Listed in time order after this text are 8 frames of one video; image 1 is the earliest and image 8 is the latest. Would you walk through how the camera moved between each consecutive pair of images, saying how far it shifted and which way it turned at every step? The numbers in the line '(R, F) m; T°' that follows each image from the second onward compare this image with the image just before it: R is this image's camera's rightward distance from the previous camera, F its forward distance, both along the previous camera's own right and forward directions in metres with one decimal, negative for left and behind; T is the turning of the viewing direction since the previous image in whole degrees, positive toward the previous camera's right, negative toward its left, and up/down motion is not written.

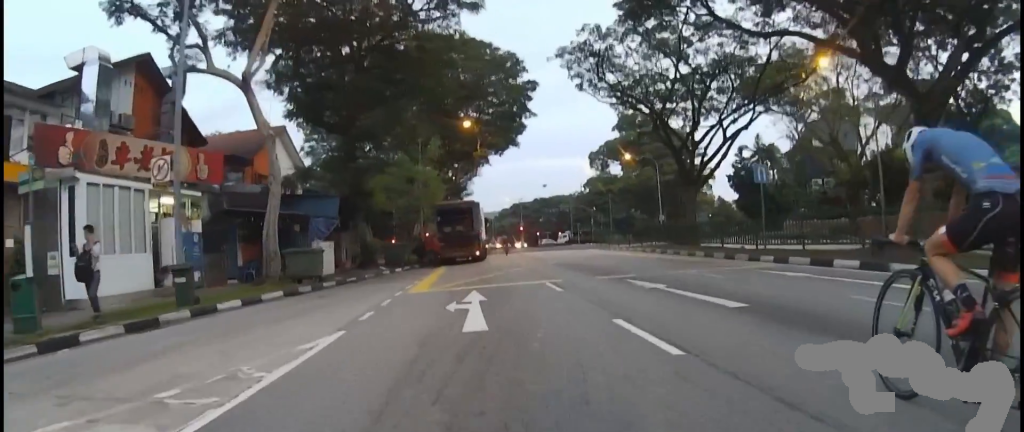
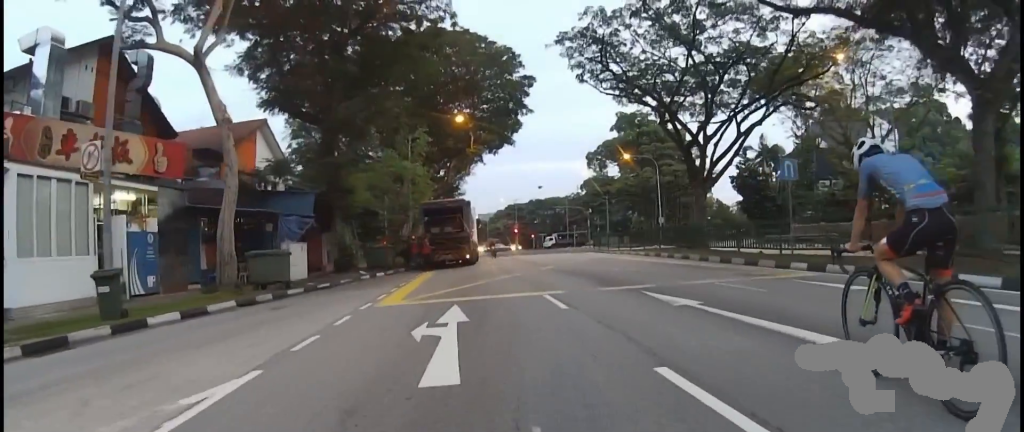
(0.0, +2.6) m; 0°
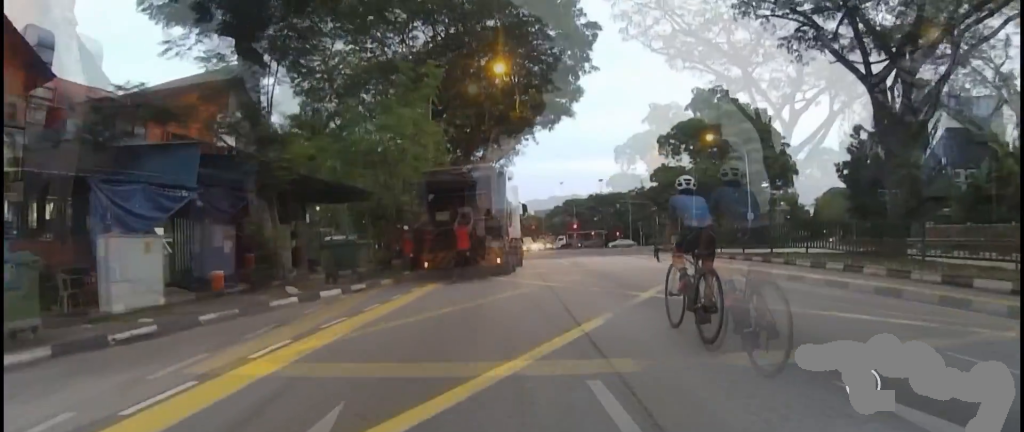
(0.0, +7.1) m; 0°
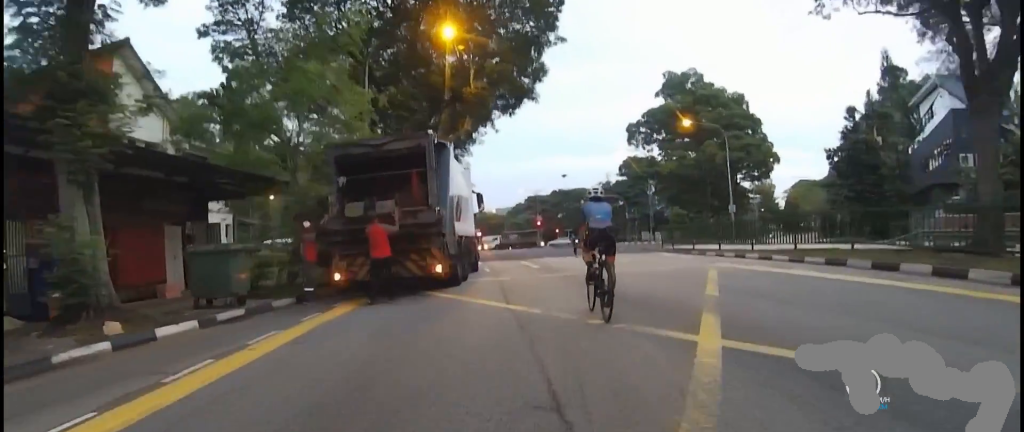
(0.0, +5.7) m; 0°
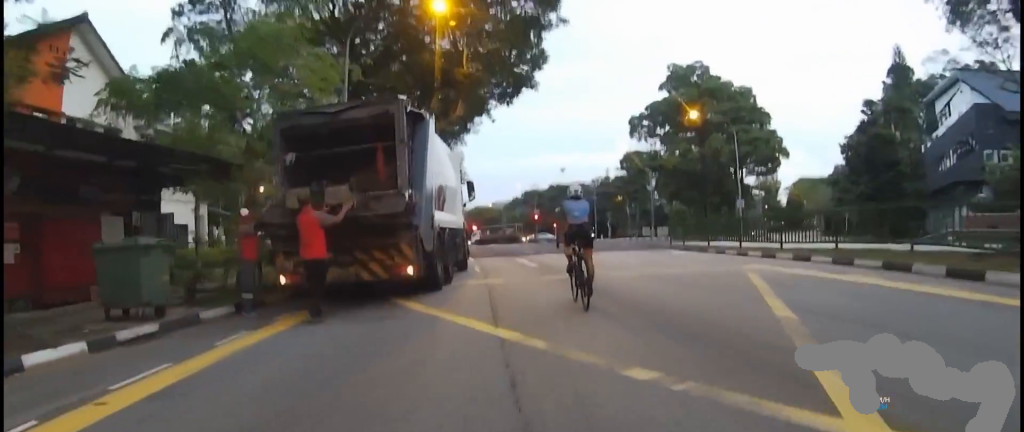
(0.0, +3.0) m; 0°
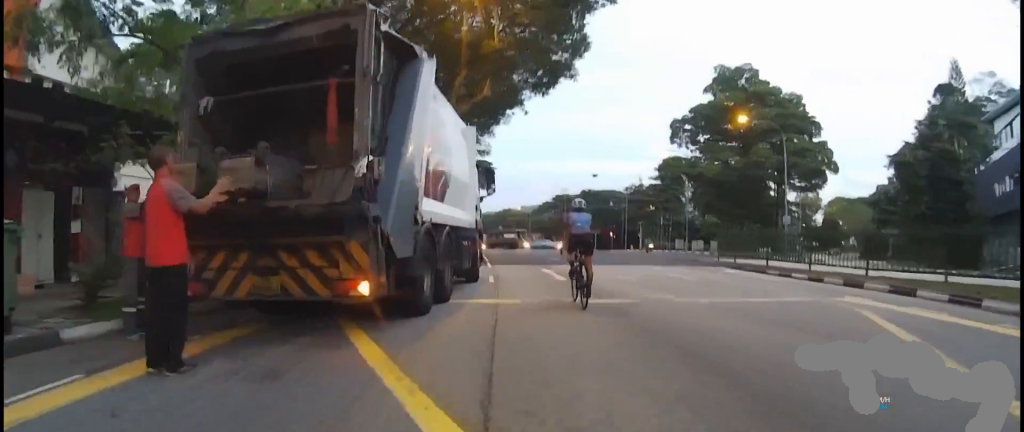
(0.0, +3.8) m; 0°
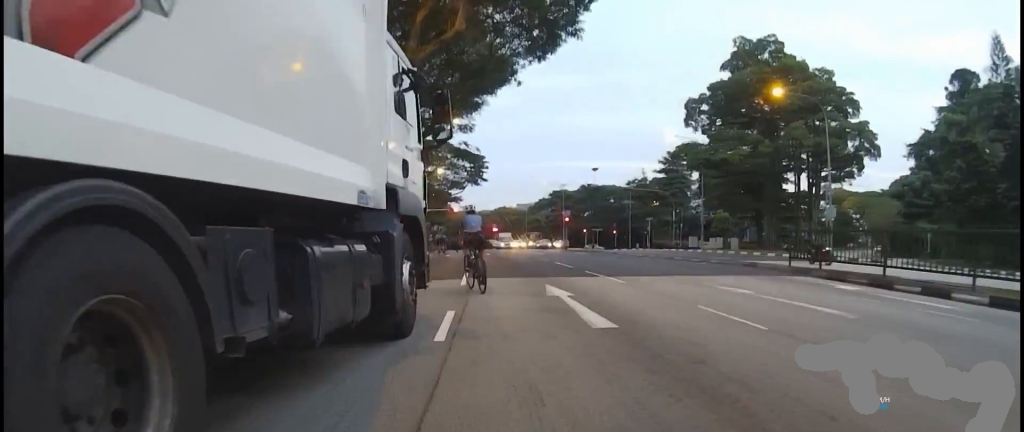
(0.0, +7.4) m; 0°
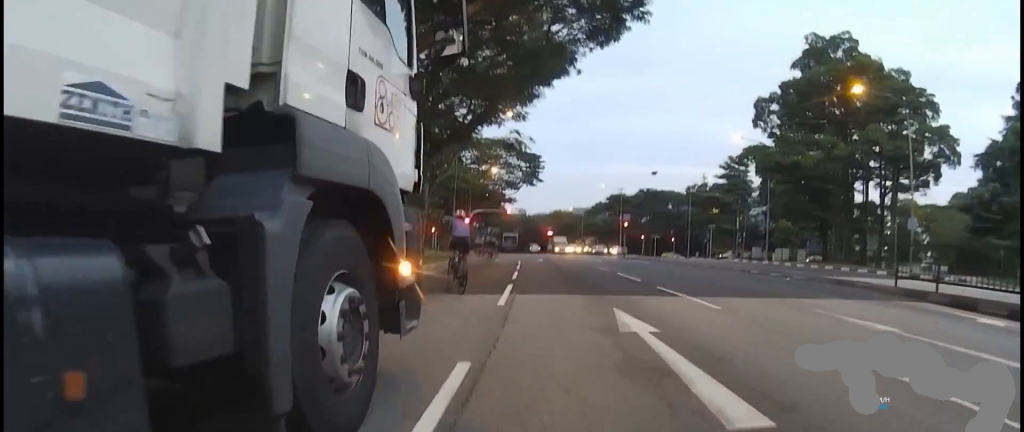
(0.0, +2.8) m; 0°
